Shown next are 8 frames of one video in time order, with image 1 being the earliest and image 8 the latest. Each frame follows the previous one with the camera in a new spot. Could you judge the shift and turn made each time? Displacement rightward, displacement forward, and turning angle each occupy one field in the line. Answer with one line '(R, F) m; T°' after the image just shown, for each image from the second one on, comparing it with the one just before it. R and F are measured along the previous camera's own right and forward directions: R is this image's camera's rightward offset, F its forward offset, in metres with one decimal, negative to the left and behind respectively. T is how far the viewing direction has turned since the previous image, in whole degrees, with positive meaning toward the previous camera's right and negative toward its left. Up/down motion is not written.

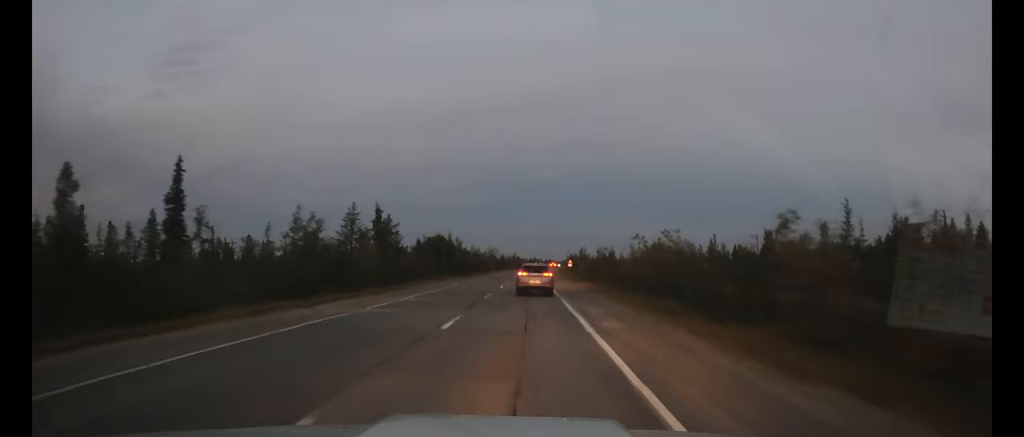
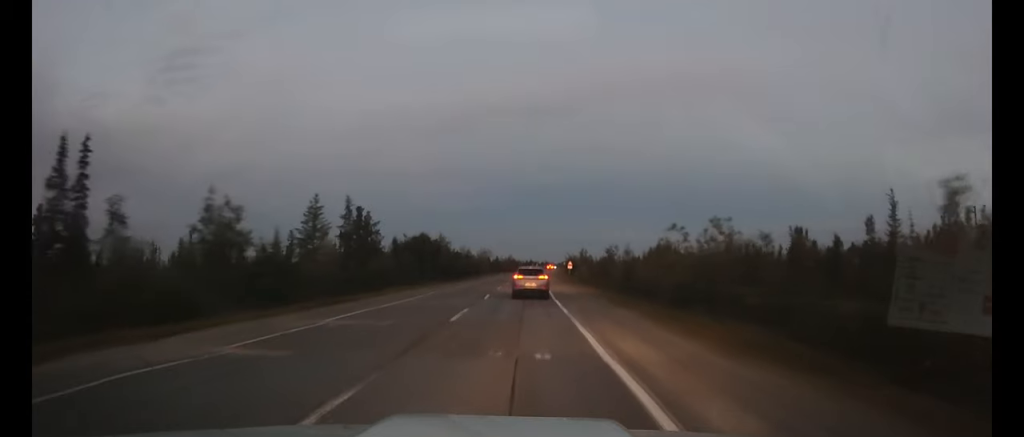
(0.0, +9.6) m; 0°
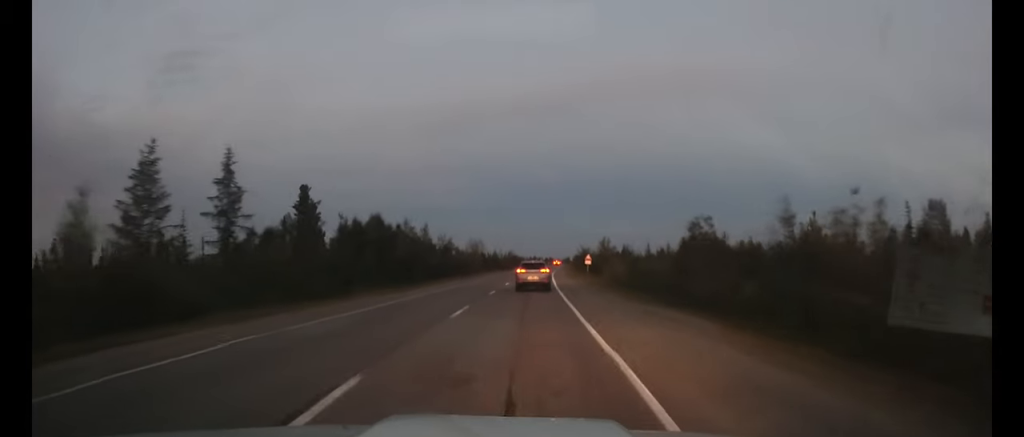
(0.0, +24.3) m; 0°
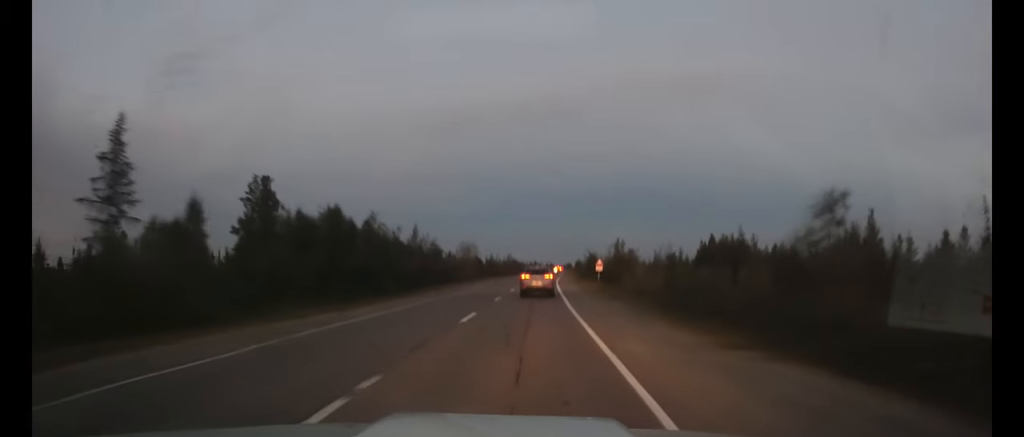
(0.0, +11.1) m; 0°
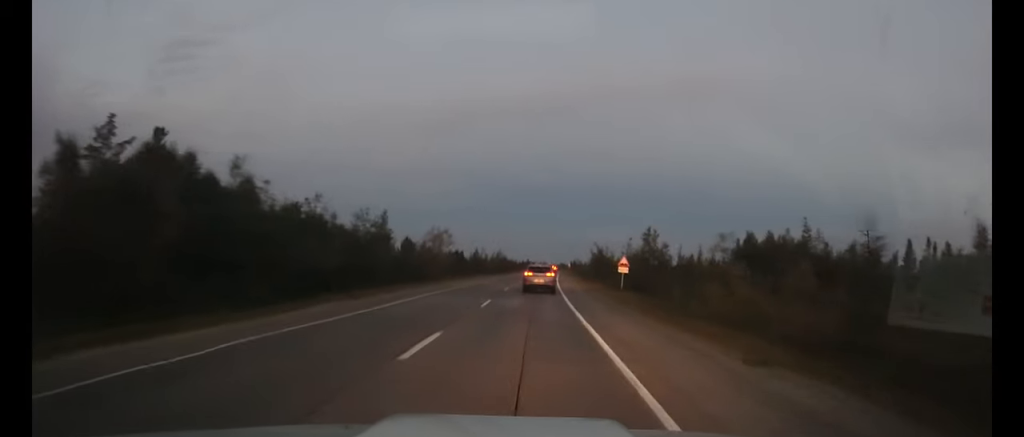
(0.0, +19.1) m; 0°
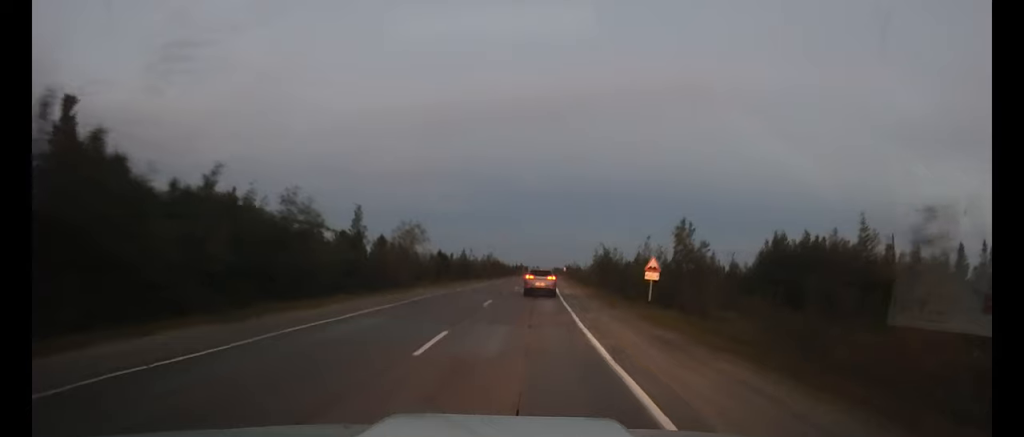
(0.0, +10.9) m; 0°
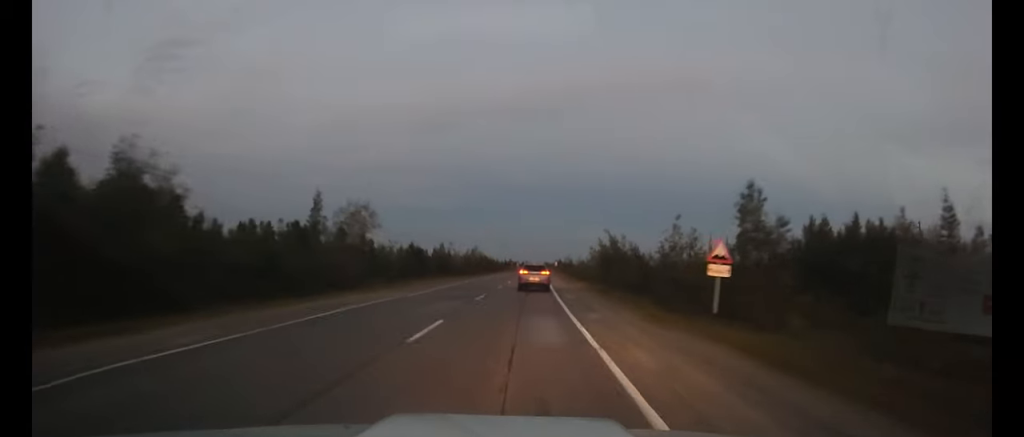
(0.0, +11.6) m; +1°
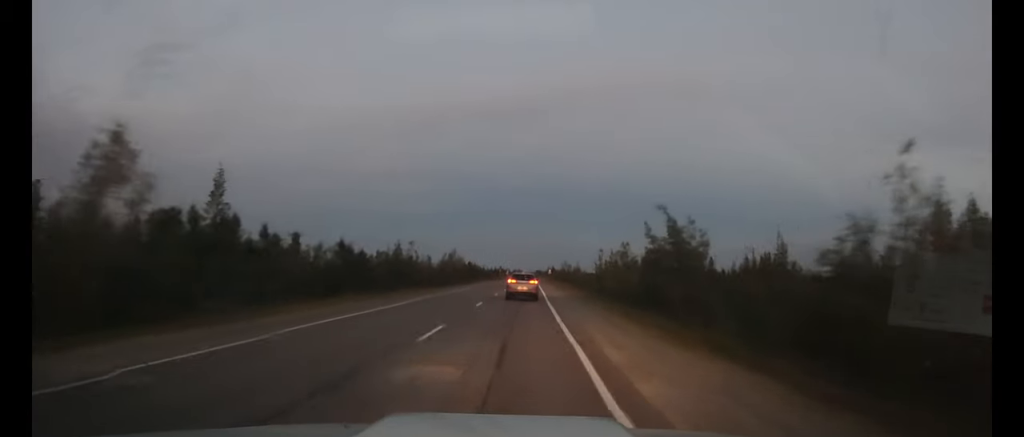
(+0.3, +21.6) m; +1°
